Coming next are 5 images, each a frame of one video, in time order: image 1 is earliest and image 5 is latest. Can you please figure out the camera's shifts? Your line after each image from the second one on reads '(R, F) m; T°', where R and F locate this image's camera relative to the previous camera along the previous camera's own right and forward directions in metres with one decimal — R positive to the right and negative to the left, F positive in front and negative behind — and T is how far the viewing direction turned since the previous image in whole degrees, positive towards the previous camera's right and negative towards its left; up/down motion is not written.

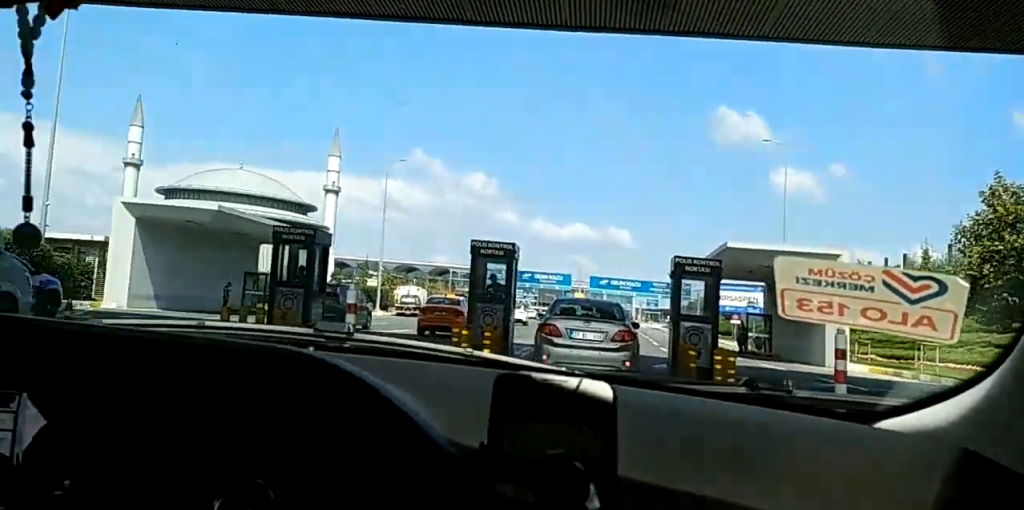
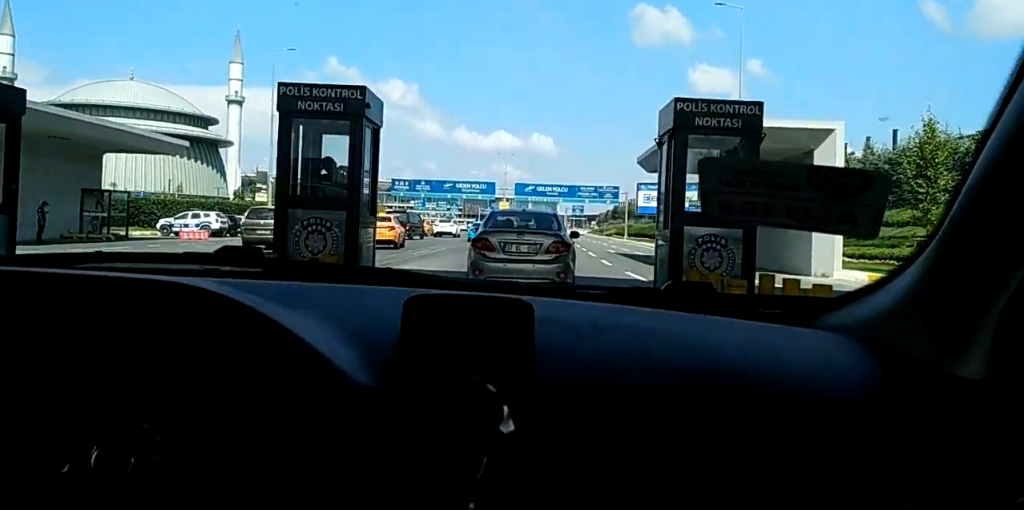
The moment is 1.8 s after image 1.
(+1.5, +7.6) m; +17°
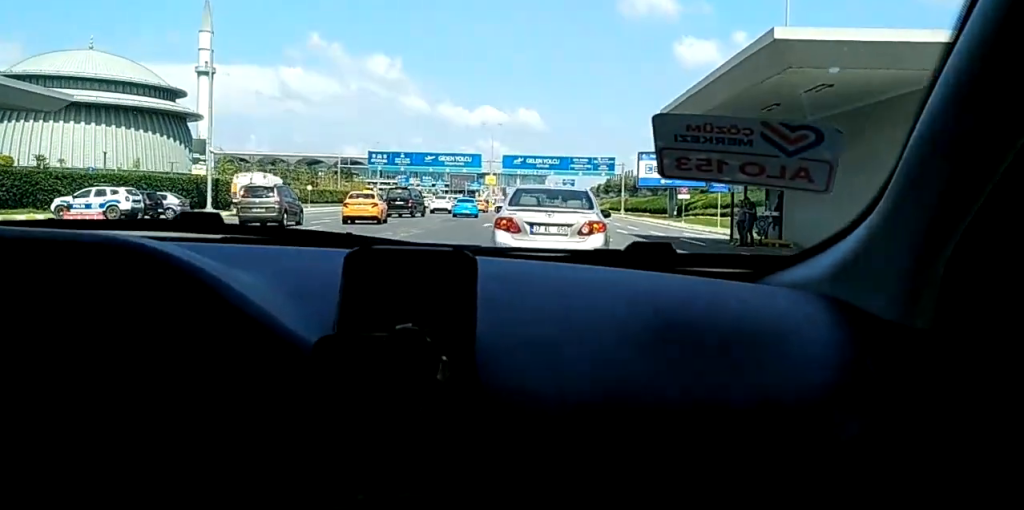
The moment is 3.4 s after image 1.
(+0.7, +9.8) m; +4°
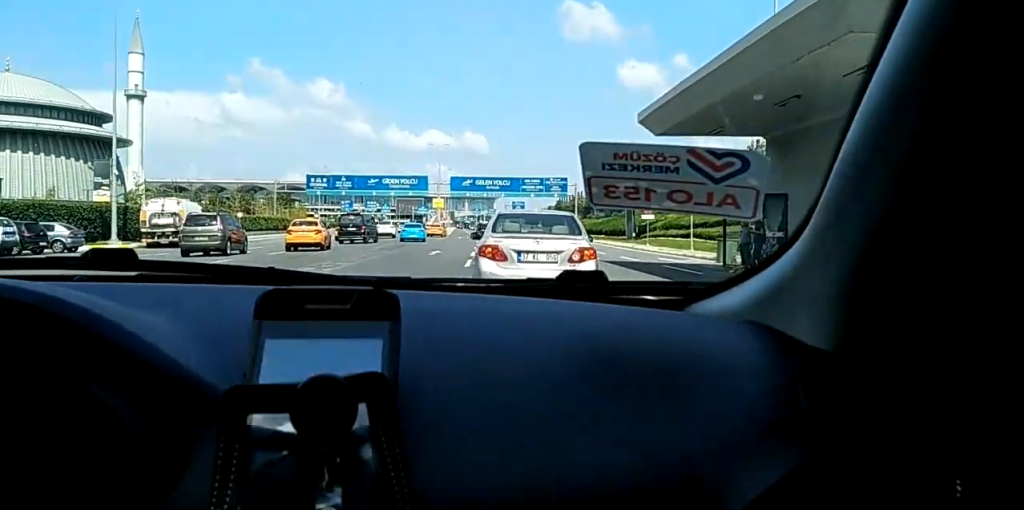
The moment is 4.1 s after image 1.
(-0.1, +5.5) m; -1°
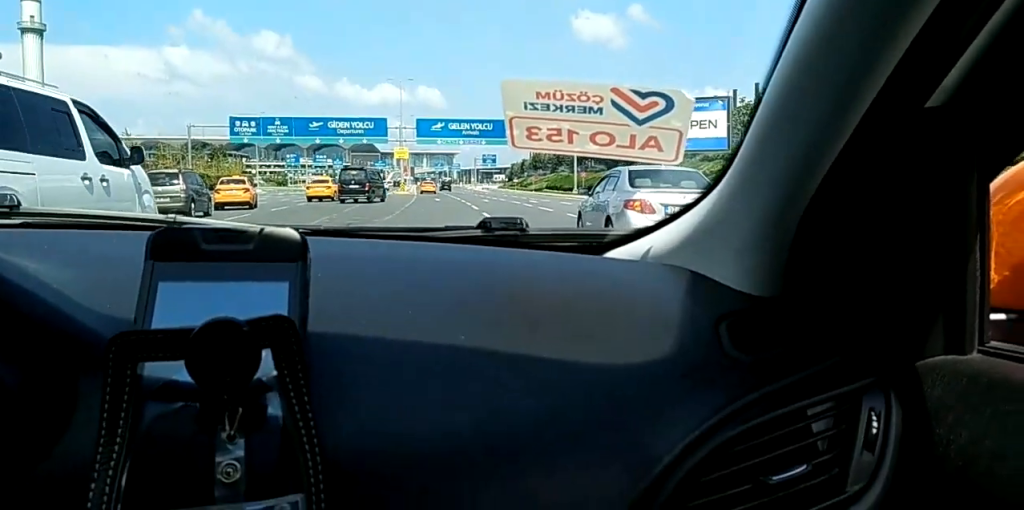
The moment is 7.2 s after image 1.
(-0.1, +26.6) m; 0°
